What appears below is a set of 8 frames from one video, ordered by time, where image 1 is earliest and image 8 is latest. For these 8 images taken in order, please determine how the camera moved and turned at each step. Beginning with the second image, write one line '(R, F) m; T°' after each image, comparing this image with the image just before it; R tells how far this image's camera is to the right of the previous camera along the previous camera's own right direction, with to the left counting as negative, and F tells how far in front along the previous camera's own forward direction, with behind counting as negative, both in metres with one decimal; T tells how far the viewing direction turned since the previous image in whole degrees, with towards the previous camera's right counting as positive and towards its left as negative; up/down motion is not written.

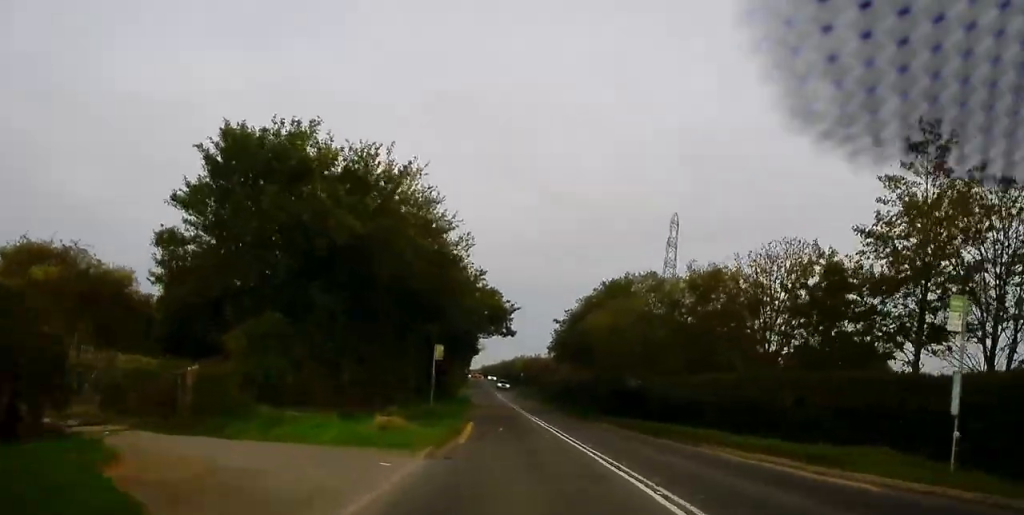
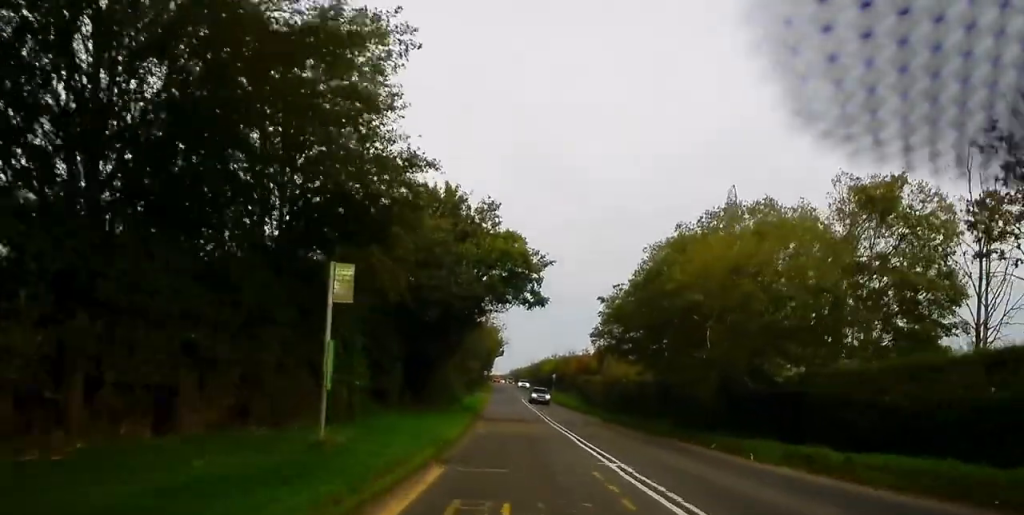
(-0.7, +20.9) m; -3°
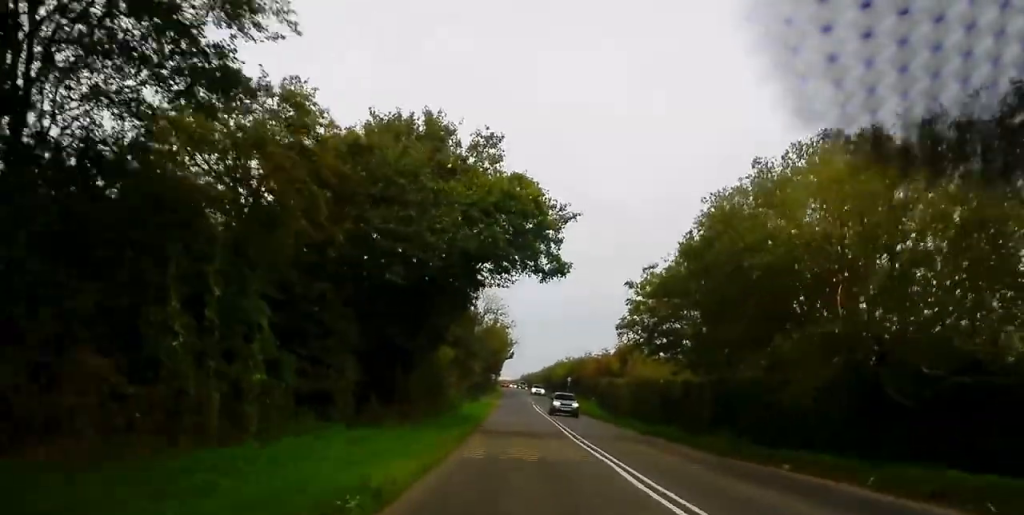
(-0.1, +10.0) m; -1°
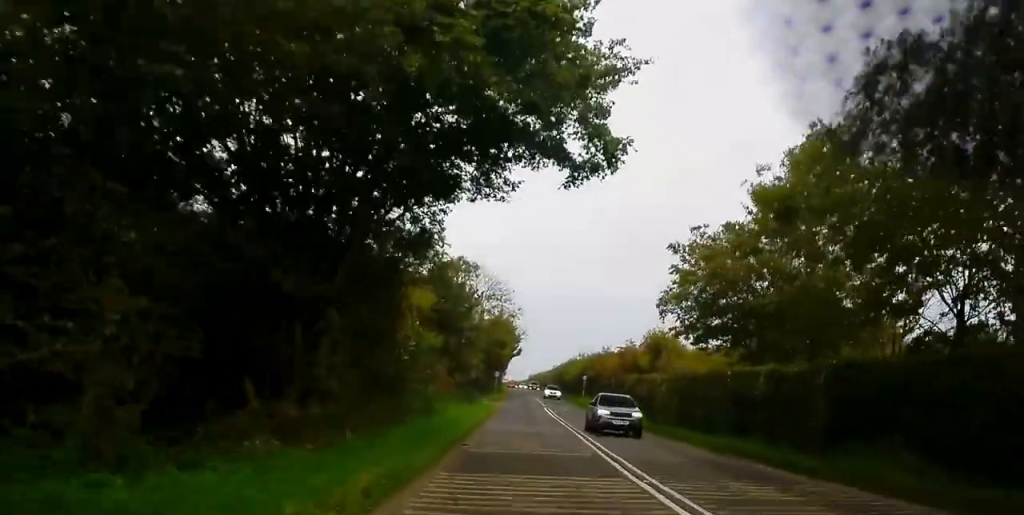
(0.0, +12.1) m; 0°
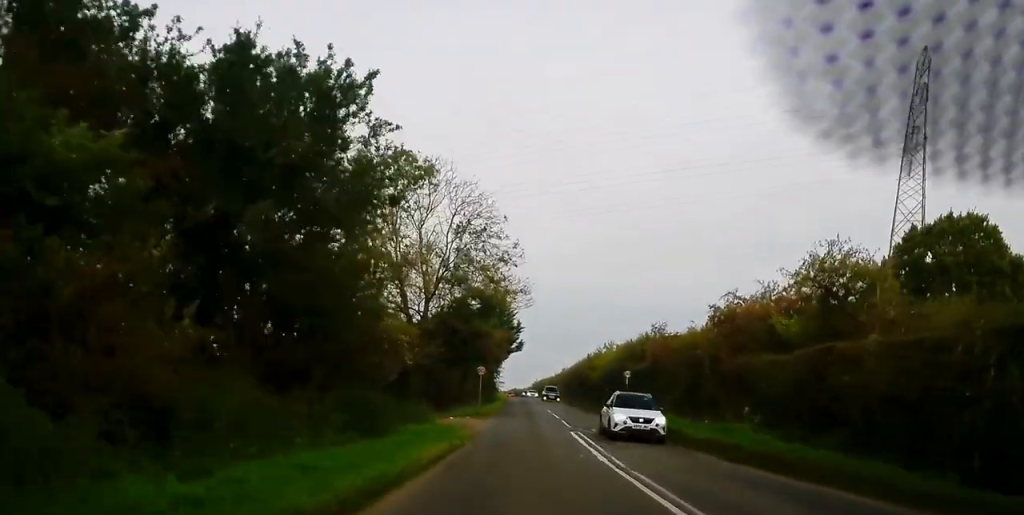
(-0.6, +31.9) m; -2°
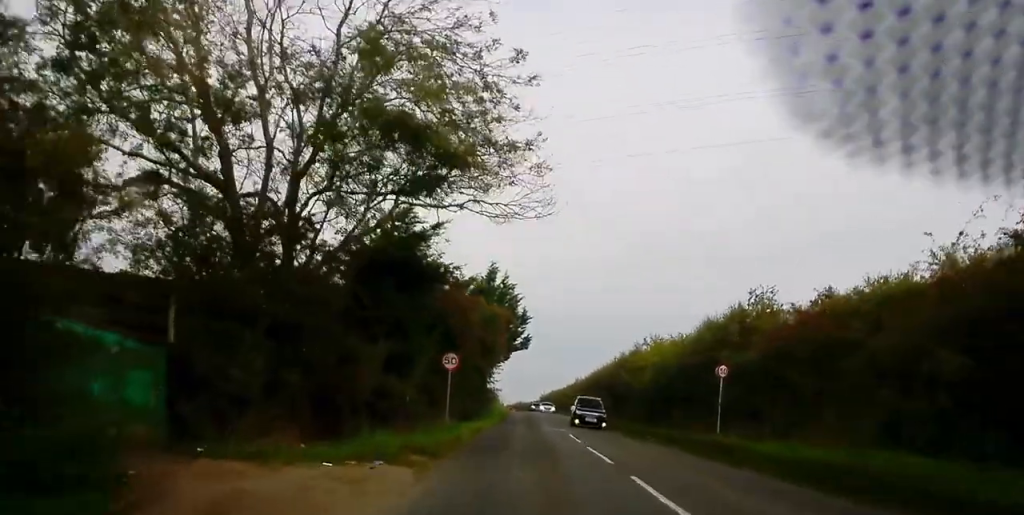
(+0.2, +22.1) m; 0°
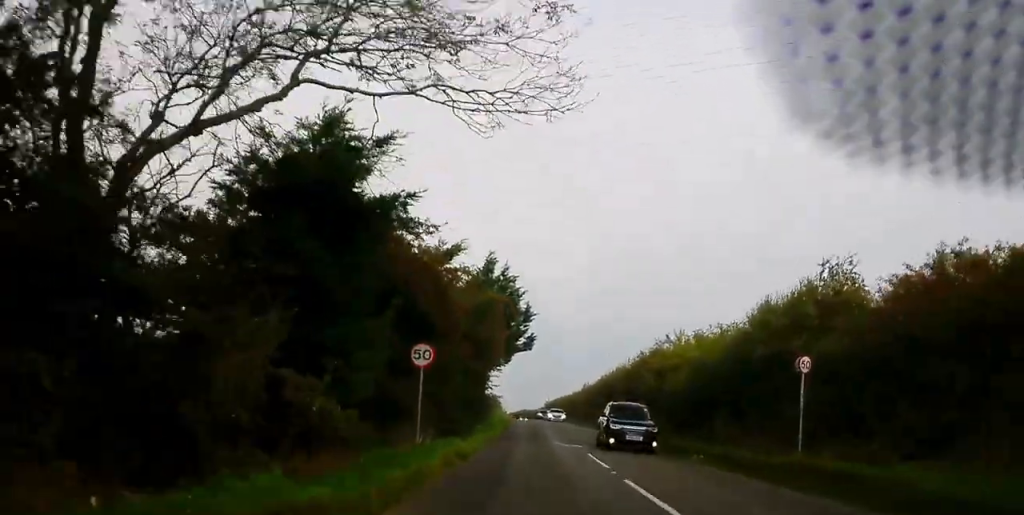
(0.0, +7.6) m; 0°
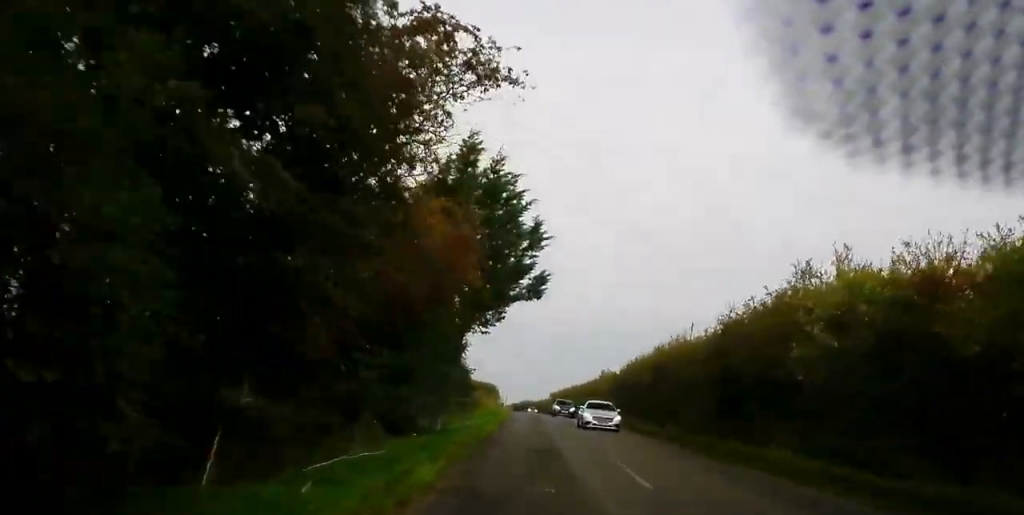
(-0.5, +23.5) m; -1°
